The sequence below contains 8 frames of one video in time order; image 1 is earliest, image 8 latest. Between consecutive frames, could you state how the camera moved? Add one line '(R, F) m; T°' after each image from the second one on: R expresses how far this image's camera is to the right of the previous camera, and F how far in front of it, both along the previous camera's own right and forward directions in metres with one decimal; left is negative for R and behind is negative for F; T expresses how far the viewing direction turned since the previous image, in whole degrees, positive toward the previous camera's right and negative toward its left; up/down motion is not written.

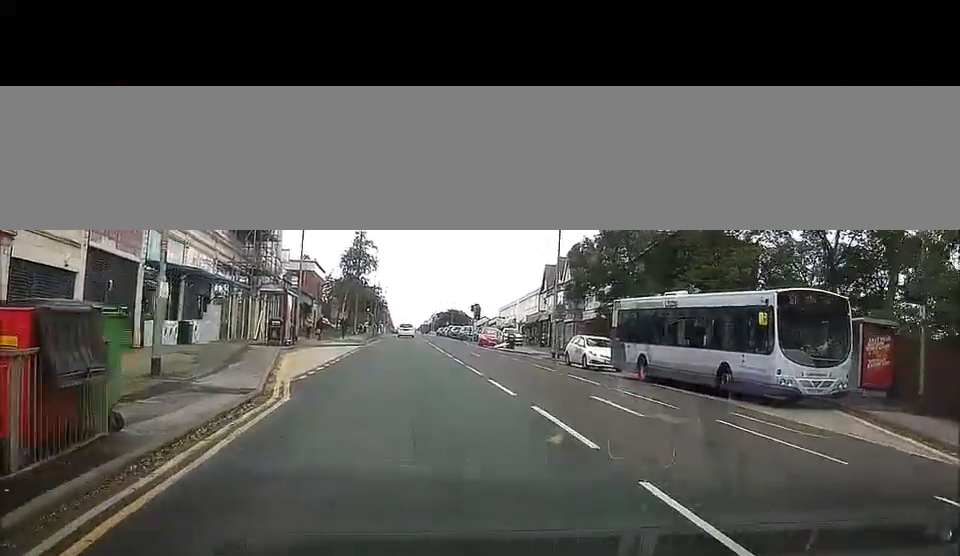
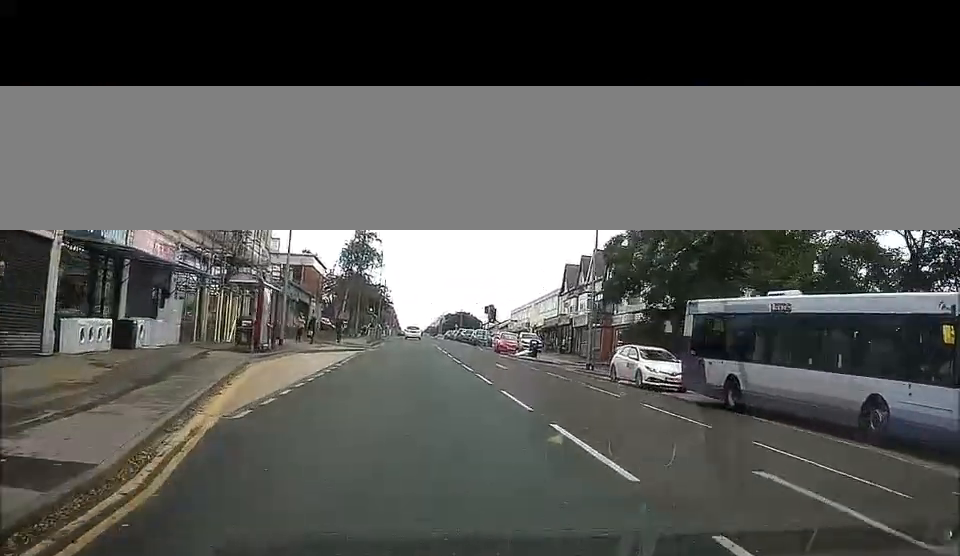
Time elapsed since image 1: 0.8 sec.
(-0.1, +8.3) m; -1°
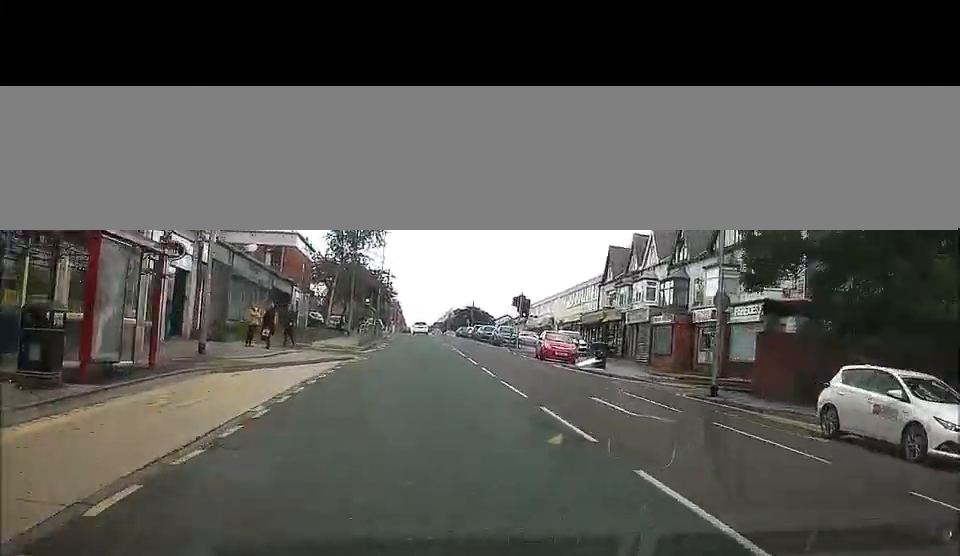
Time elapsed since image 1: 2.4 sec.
(0.0, +15.9) m; +2°
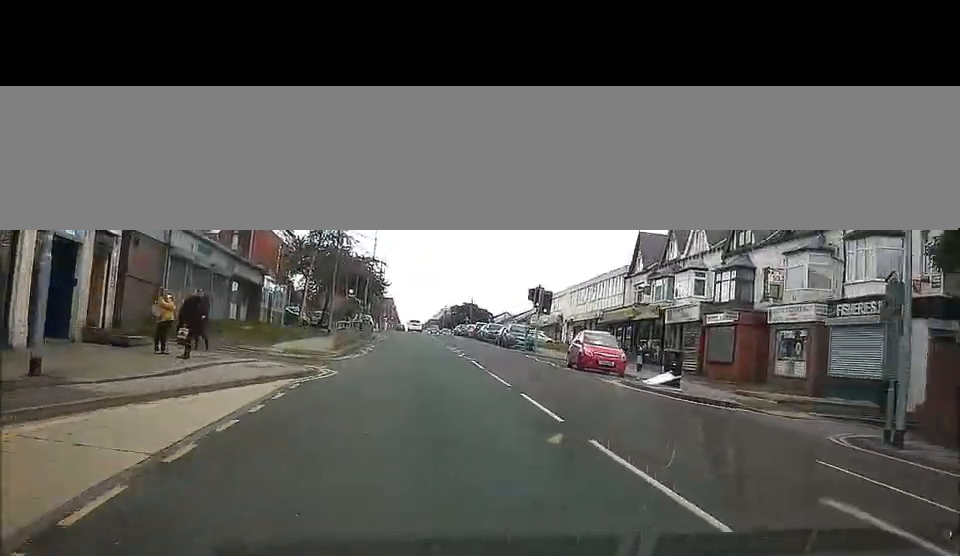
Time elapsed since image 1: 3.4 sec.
(+0.2, +9.9) m; +2°
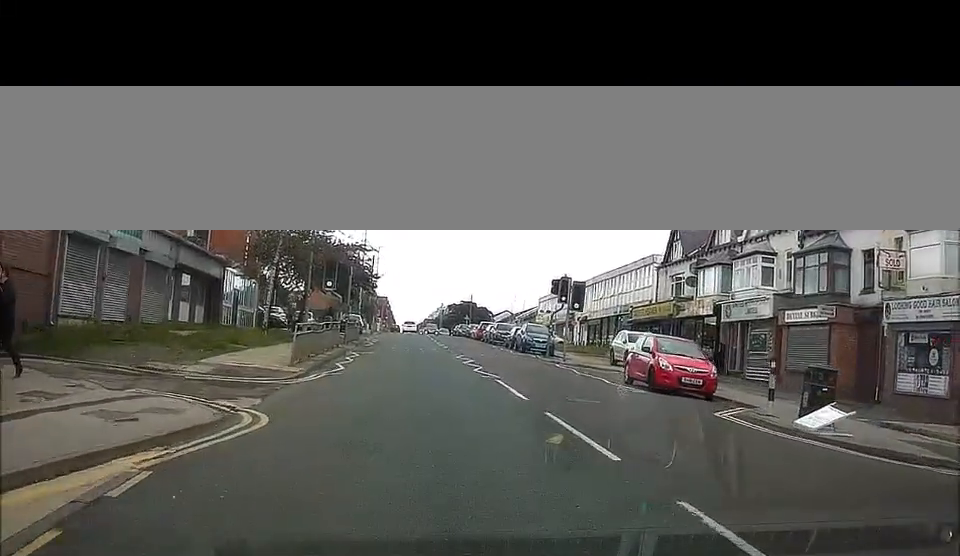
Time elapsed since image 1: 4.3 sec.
(+0.1, +9.4) m; 0°
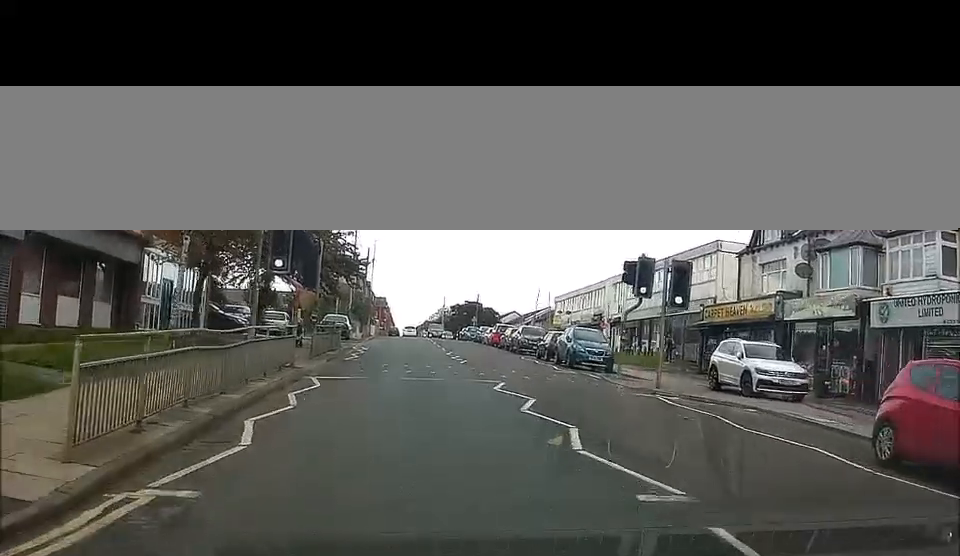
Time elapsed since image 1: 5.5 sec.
(-0.2, +13.4) m; -1°
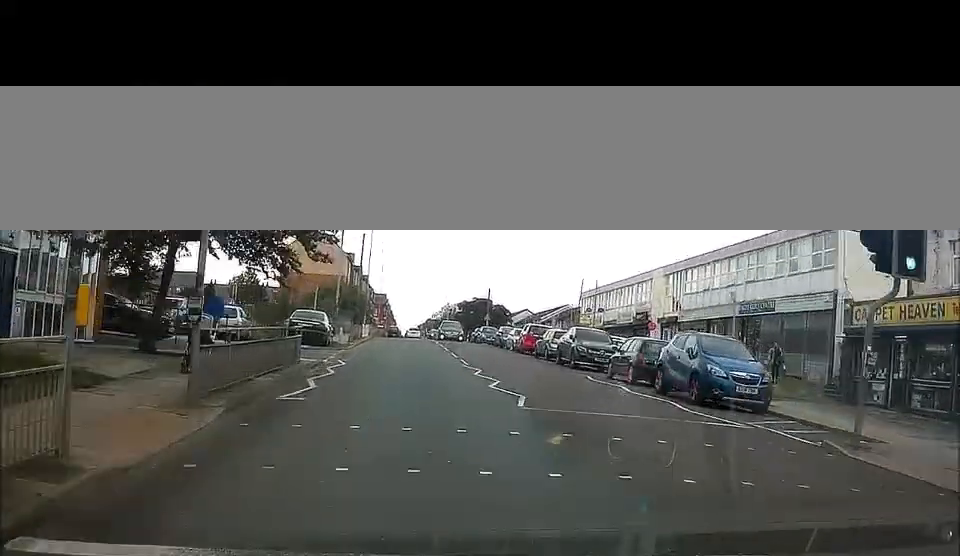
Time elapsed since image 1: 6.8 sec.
(0.0, +14.7) m; -1°
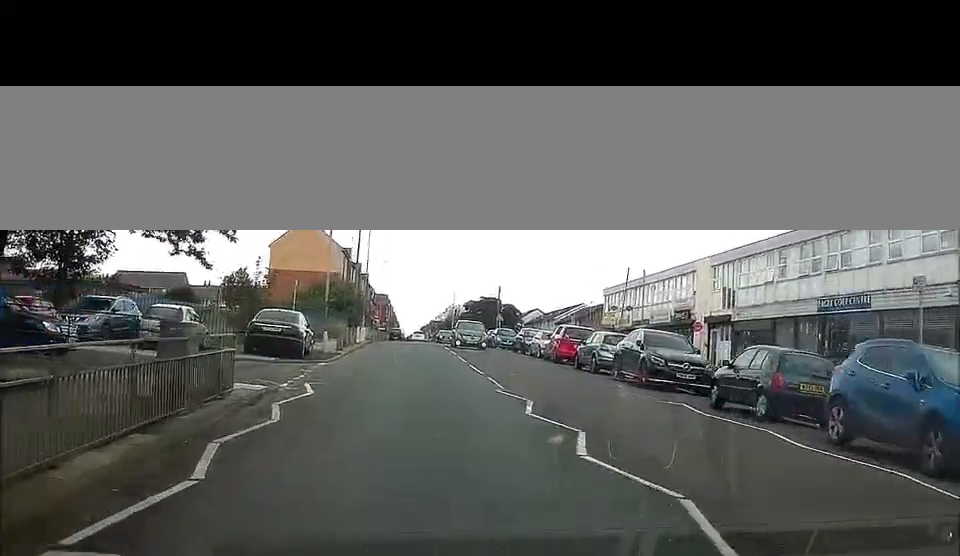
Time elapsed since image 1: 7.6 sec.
(0.0, +9.1) m; -1°
